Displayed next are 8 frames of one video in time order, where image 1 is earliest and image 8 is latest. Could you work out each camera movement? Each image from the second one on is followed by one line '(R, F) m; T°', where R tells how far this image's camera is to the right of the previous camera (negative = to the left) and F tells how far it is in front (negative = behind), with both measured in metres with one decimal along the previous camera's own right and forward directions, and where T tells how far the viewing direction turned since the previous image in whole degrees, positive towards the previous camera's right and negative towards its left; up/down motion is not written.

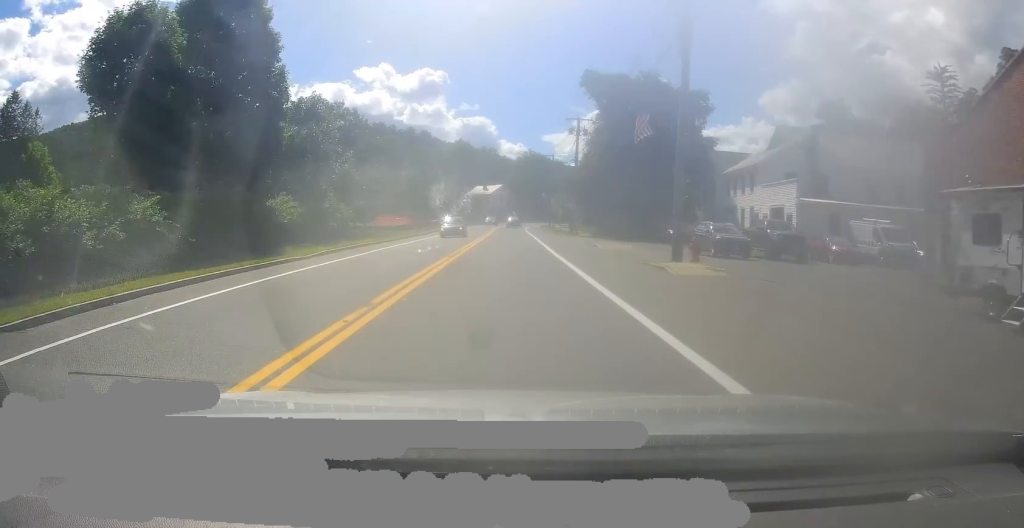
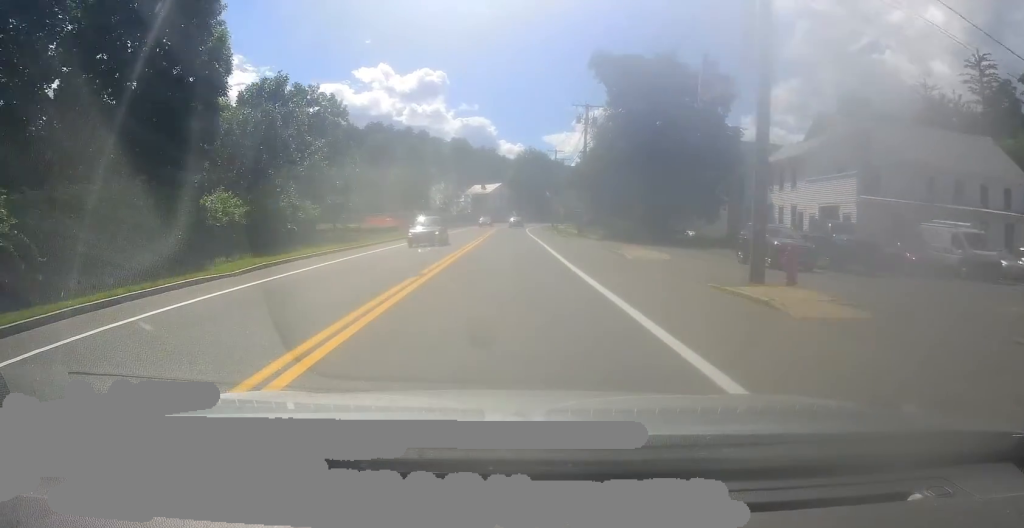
(-0.5, +7.1) m; 0°
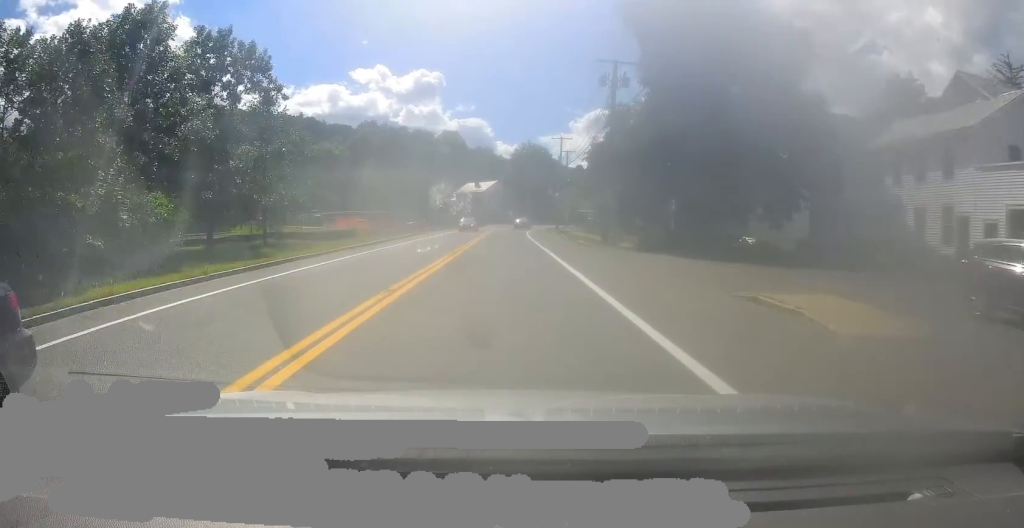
(-0.2, +15.8) m; +2°
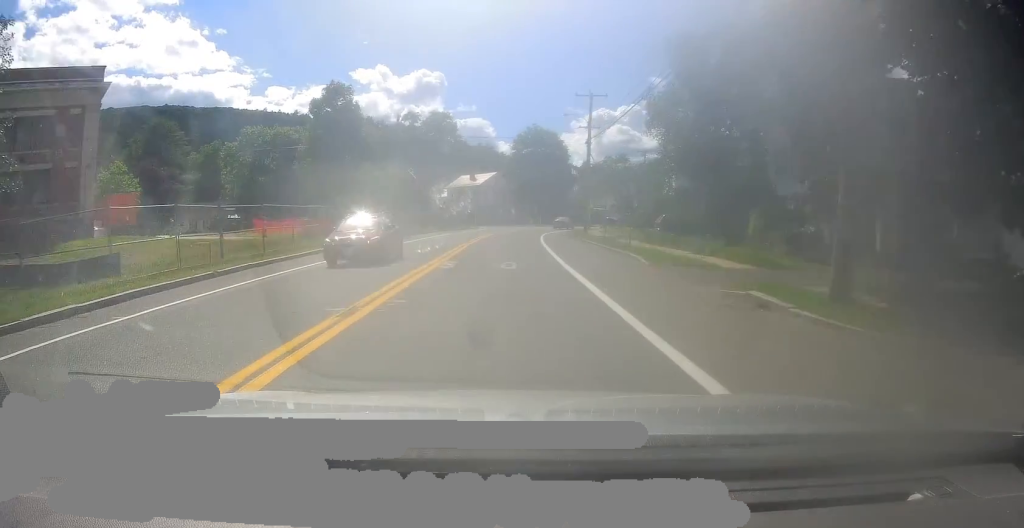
(+1.1, +26.3) m; +1°
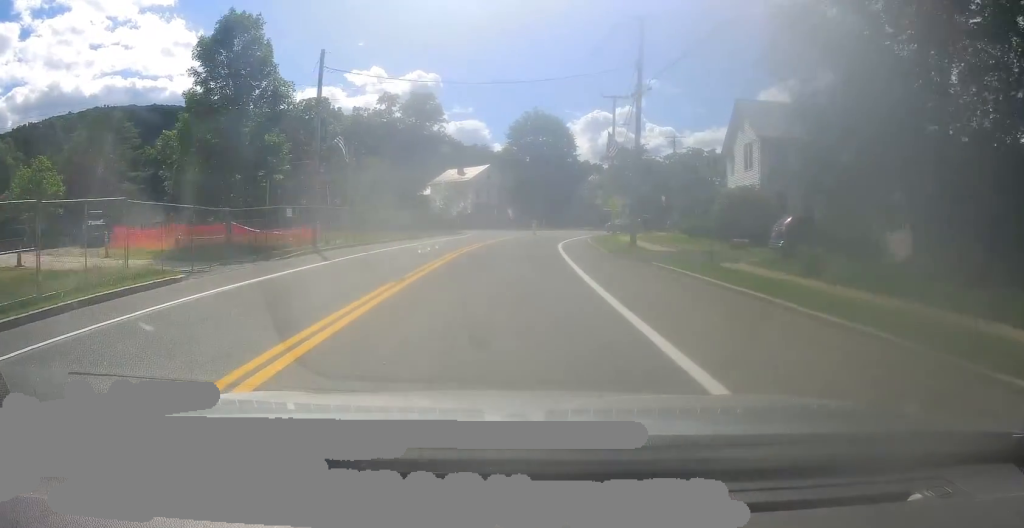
(-0.3, +20.2) m; +1°
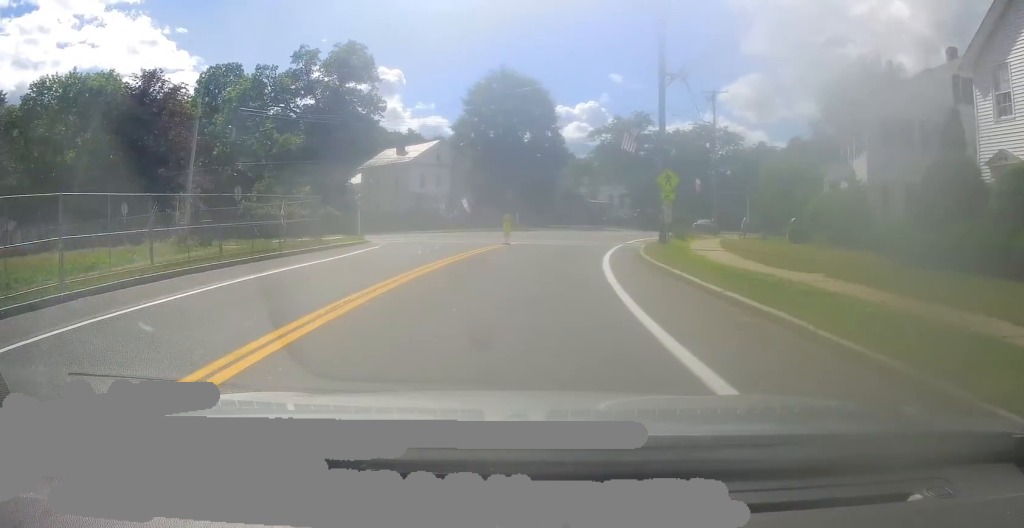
(+1.0, +27.5) m; +4°
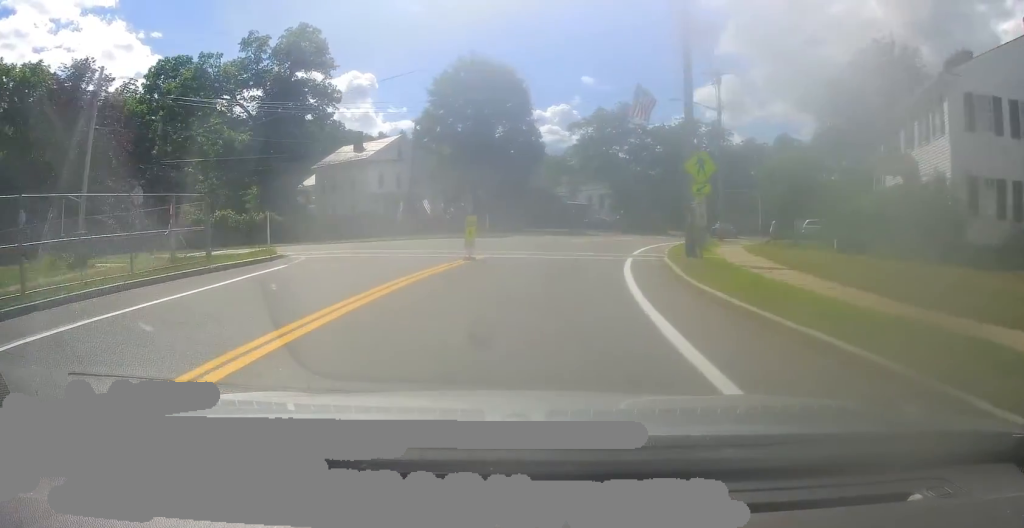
(0.0, +8.3) m; +3°
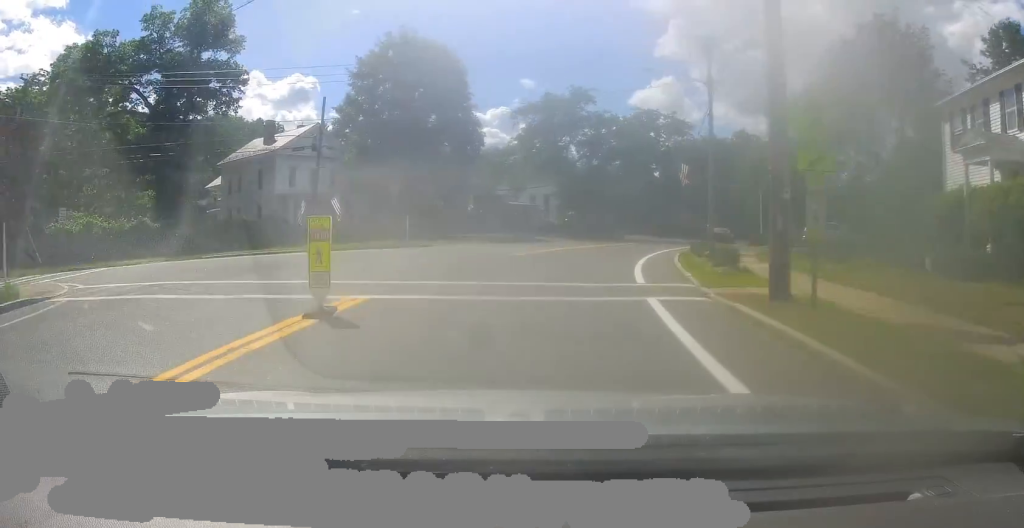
(+0.5, +10.4) m; +5°
